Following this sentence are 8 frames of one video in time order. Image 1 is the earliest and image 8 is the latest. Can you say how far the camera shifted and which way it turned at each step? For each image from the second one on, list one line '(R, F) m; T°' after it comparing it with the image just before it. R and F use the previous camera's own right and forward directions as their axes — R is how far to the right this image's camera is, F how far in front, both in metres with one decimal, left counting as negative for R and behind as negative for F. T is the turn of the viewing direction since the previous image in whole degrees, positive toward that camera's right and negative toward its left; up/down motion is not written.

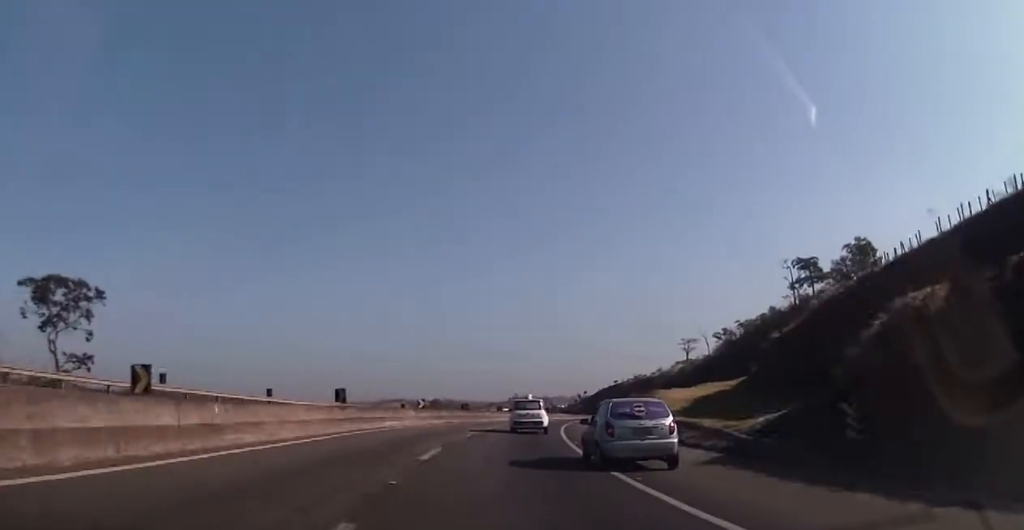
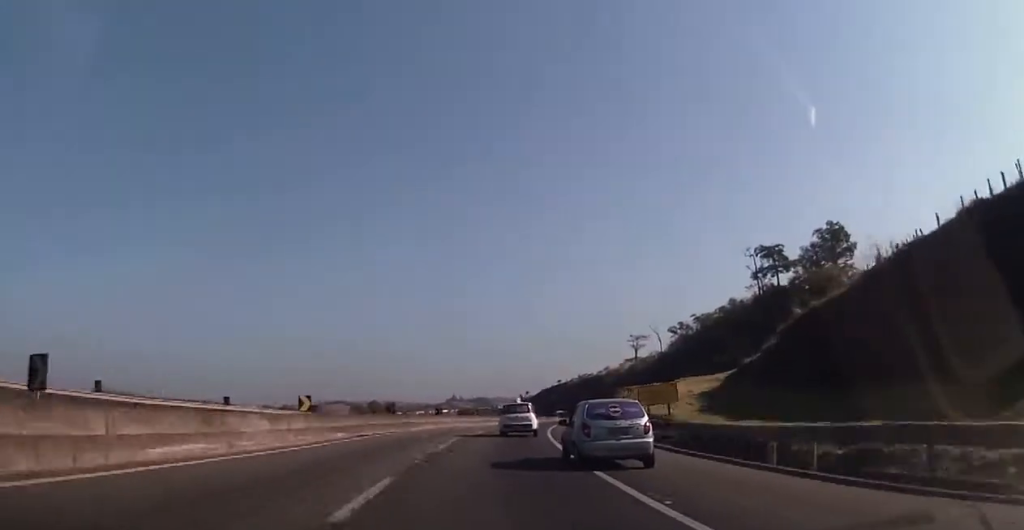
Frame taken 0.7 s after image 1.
(+0.9, +18.8) m; +5°
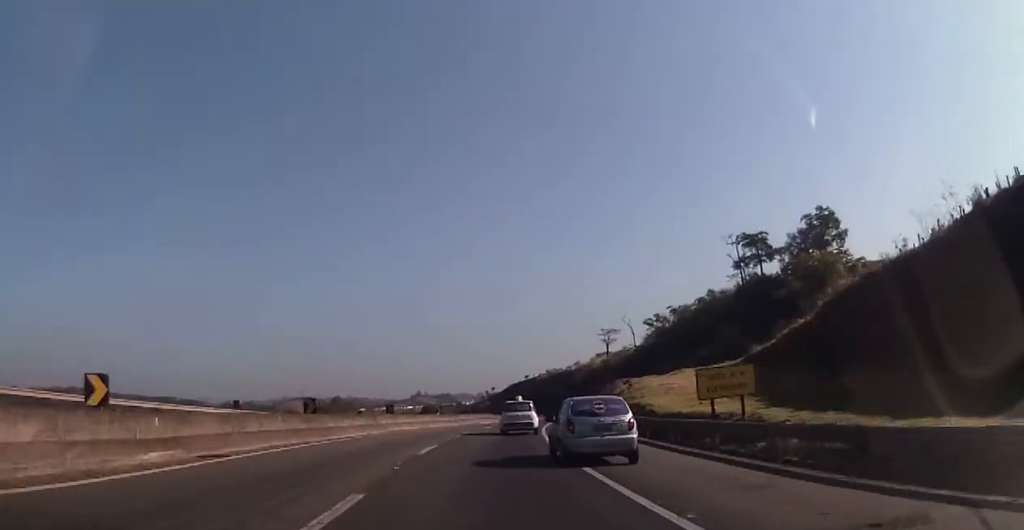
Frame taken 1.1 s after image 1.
(+0.4, +13.2) m; +4°
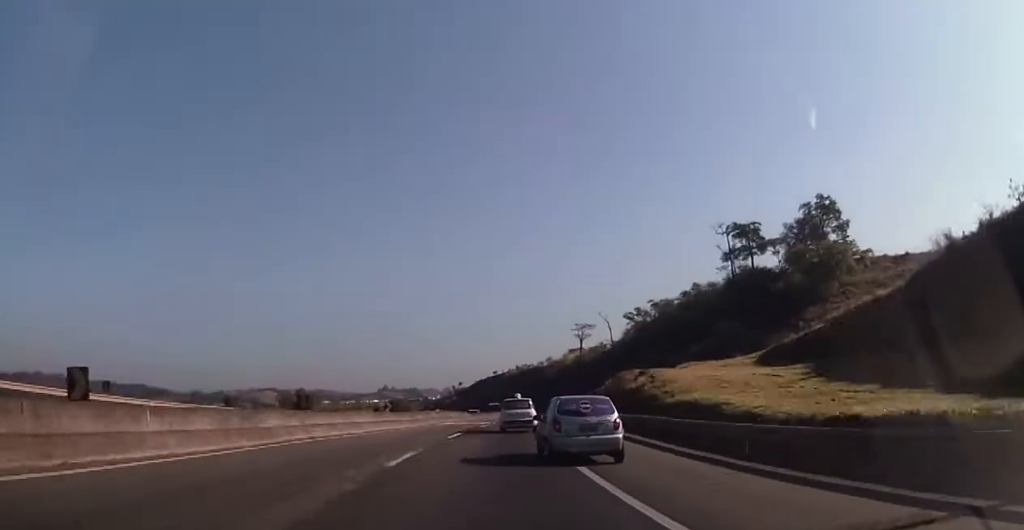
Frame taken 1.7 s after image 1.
(+0.7, +15.1) m; +4°
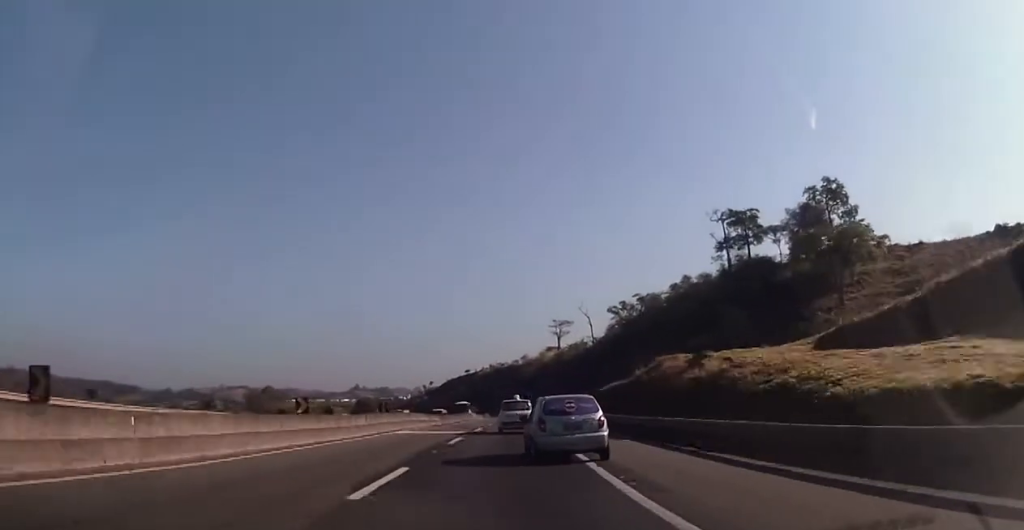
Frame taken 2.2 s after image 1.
(+0.3, +16.1) m; +4°
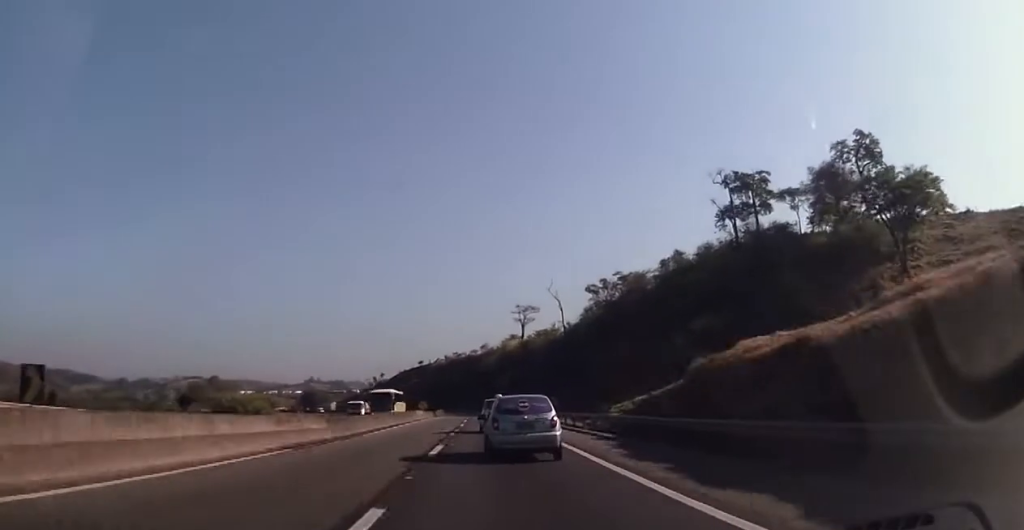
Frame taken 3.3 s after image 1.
(+1.7, +30.6) m; +5°
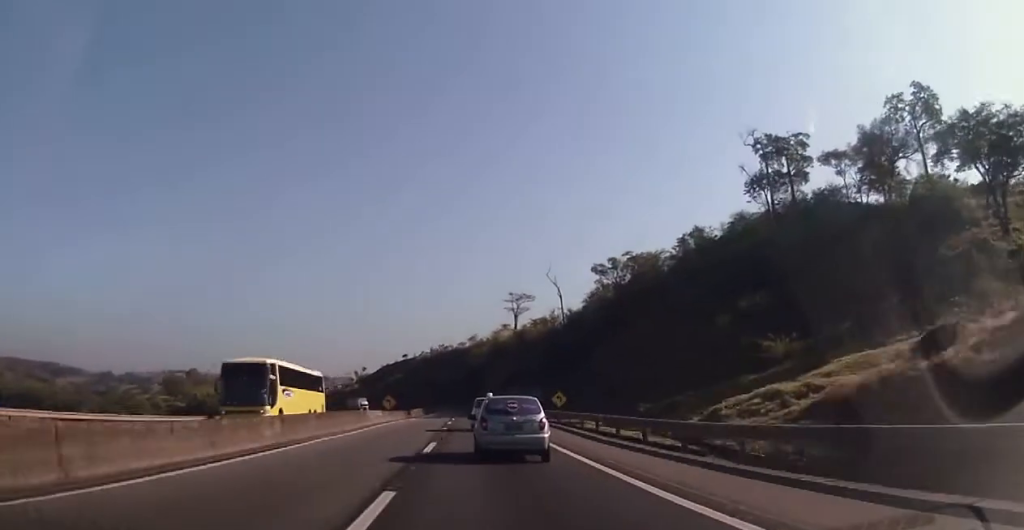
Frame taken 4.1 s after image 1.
(+0.4, +23.0) m; +2°
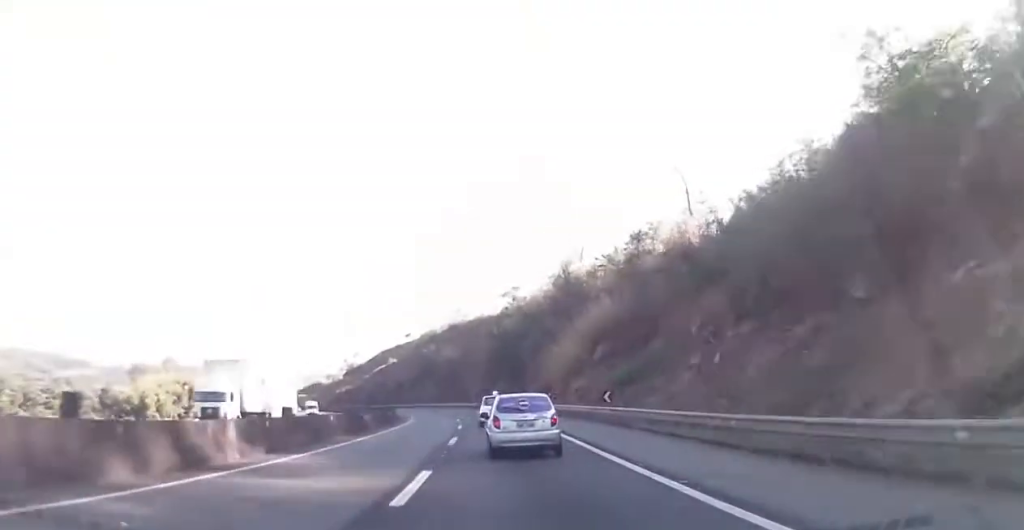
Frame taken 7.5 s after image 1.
(+2.7, +96.1) m; 0°
